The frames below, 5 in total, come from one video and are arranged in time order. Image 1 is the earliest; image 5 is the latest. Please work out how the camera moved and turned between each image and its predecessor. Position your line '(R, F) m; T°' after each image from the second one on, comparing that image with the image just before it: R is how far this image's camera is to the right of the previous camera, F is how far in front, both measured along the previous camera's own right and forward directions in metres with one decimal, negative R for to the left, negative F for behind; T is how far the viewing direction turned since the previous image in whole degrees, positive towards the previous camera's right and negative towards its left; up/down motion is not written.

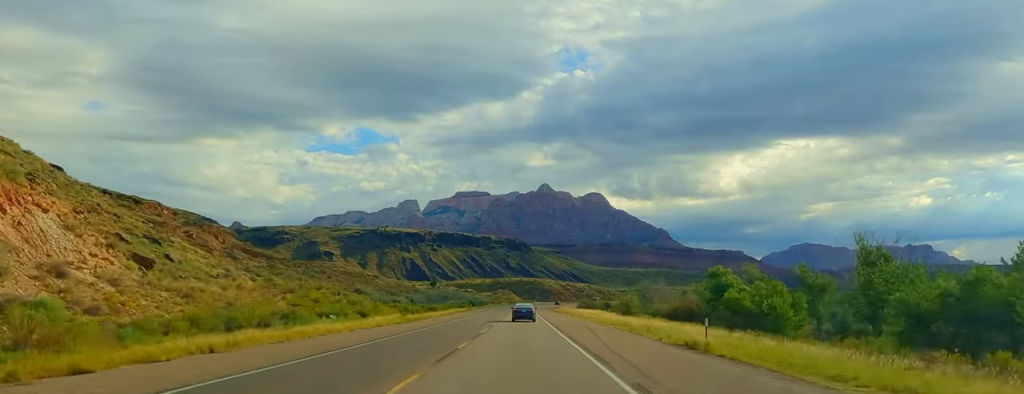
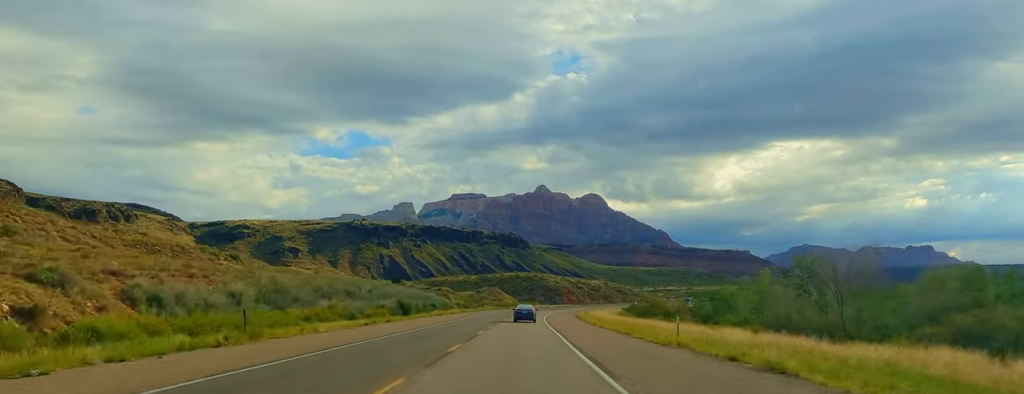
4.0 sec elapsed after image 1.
(-0.9, +111.0) m; 0°
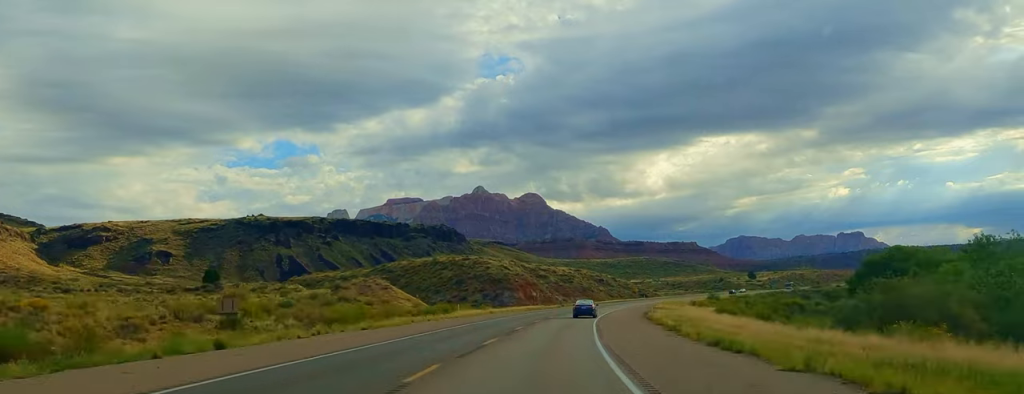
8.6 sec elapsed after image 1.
(+9.4, +129.6) m; +10°
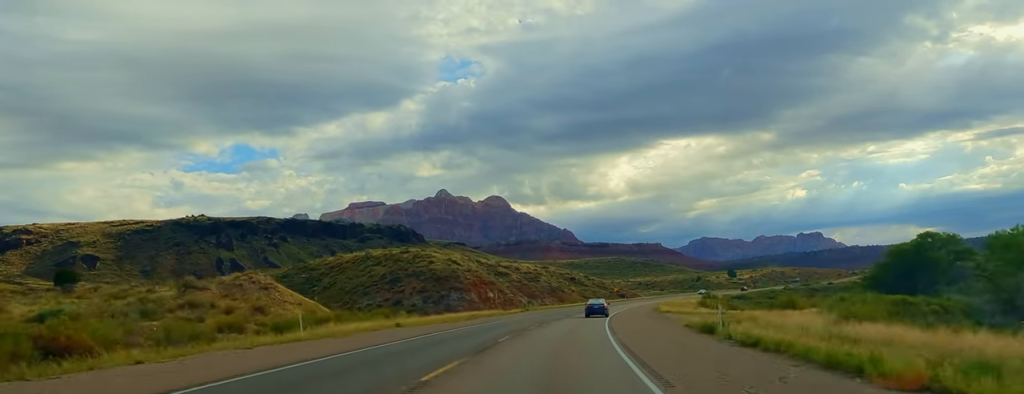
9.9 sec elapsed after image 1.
(+0.9, +35.7) m; +2°
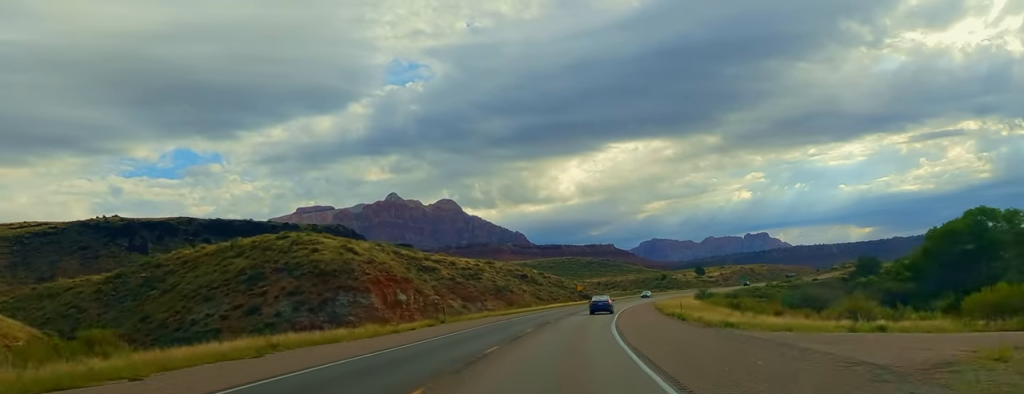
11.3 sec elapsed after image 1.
(-0.4, +40.4) m; +2°
